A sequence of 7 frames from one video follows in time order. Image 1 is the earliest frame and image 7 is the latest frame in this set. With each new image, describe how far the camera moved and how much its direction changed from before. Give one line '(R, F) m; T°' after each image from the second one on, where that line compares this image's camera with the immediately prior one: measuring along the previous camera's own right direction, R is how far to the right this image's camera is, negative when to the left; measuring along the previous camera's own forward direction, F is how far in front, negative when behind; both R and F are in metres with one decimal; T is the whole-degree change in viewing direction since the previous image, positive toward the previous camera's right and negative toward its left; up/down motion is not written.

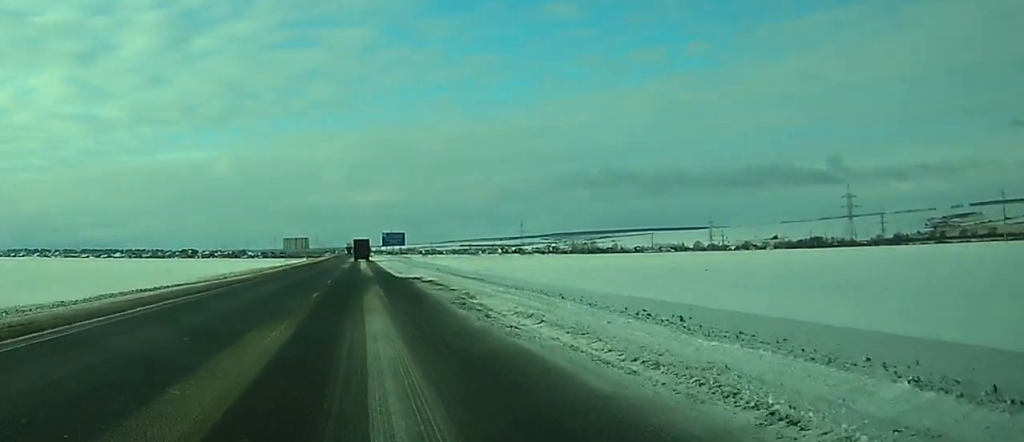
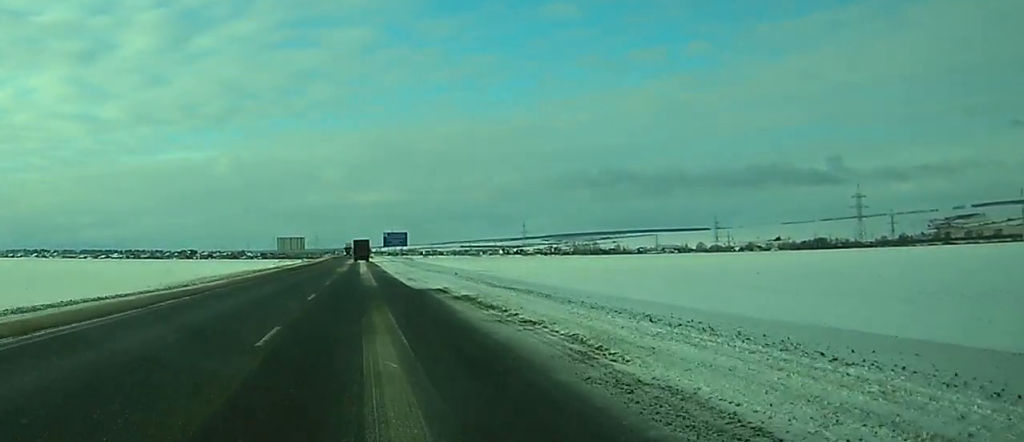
(-0.2, +12.7) m; 0°
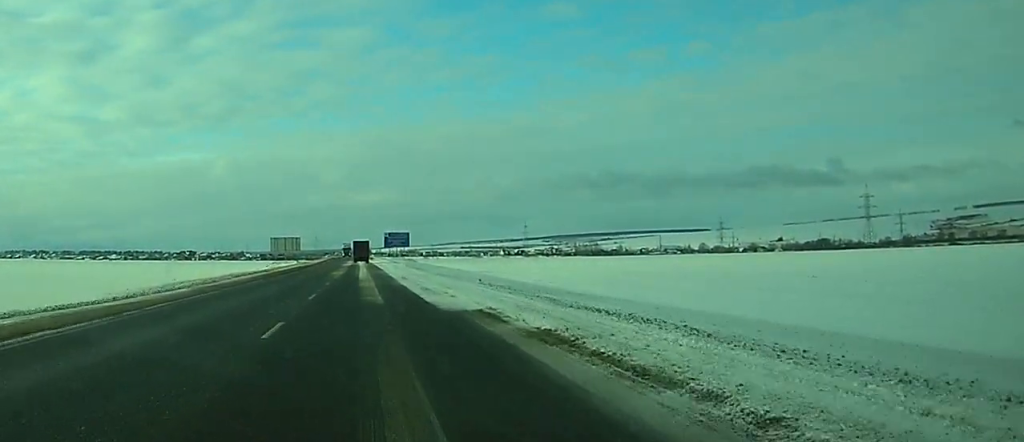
(-0.1, +10.8) m; 0°
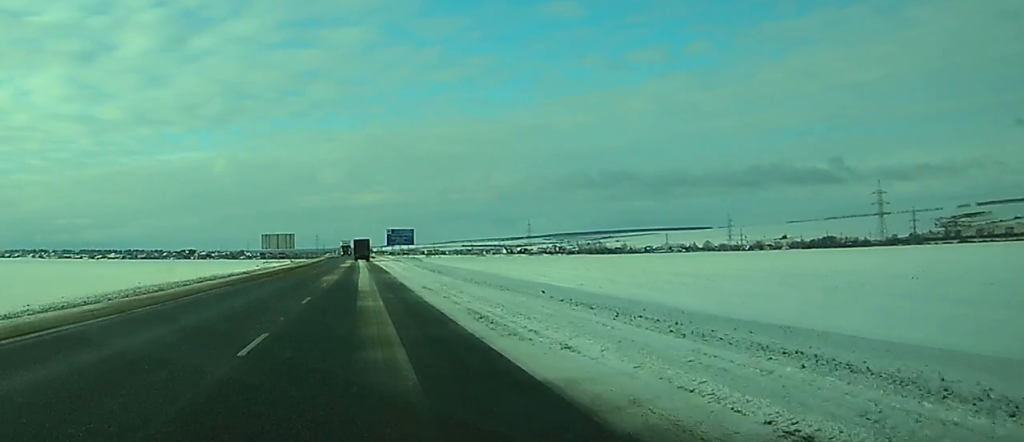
(0.0, +14.2) m; +2°
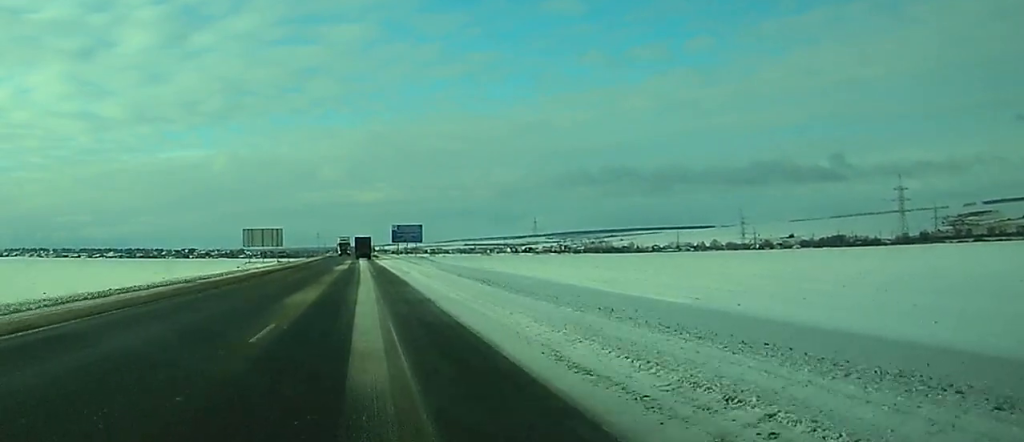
(+0.6, +22.7) m; +3°
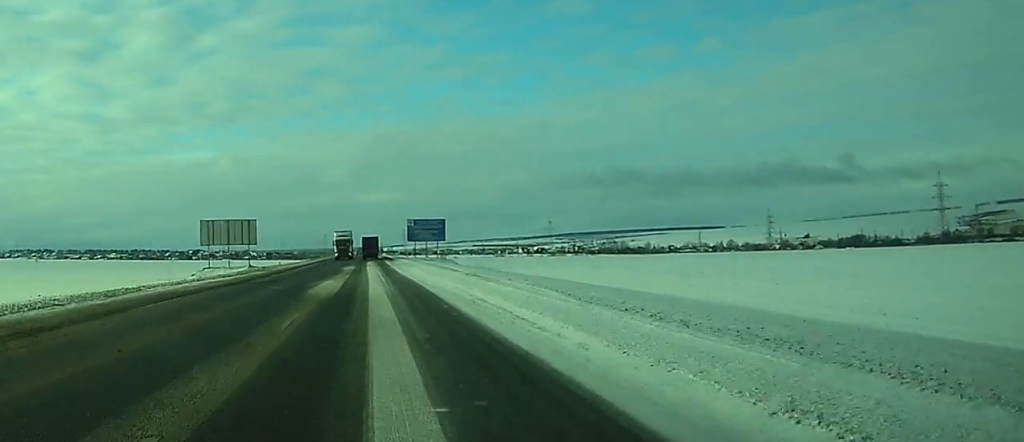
(-0.2, +34.0) m; -1°
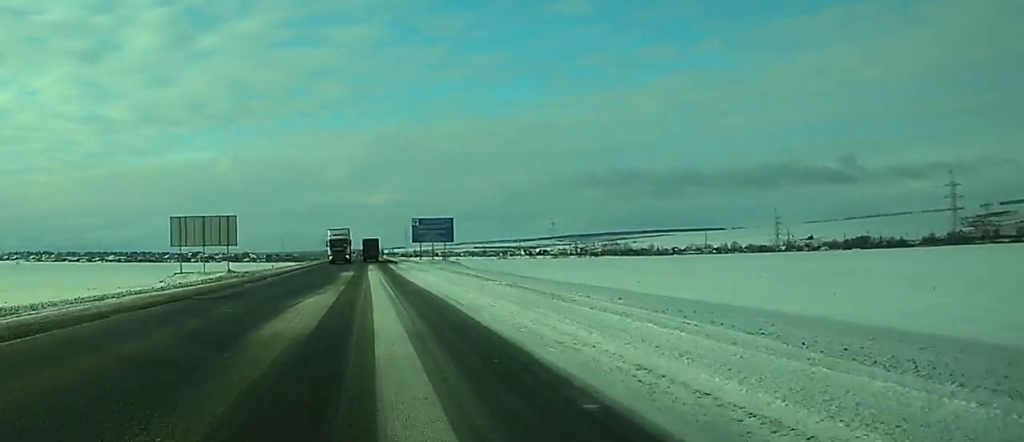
(-0.1, +12.5) m; 0°
